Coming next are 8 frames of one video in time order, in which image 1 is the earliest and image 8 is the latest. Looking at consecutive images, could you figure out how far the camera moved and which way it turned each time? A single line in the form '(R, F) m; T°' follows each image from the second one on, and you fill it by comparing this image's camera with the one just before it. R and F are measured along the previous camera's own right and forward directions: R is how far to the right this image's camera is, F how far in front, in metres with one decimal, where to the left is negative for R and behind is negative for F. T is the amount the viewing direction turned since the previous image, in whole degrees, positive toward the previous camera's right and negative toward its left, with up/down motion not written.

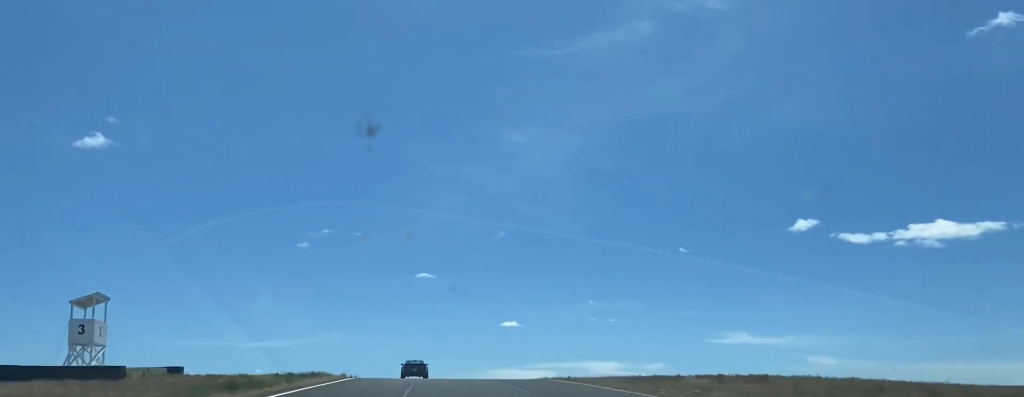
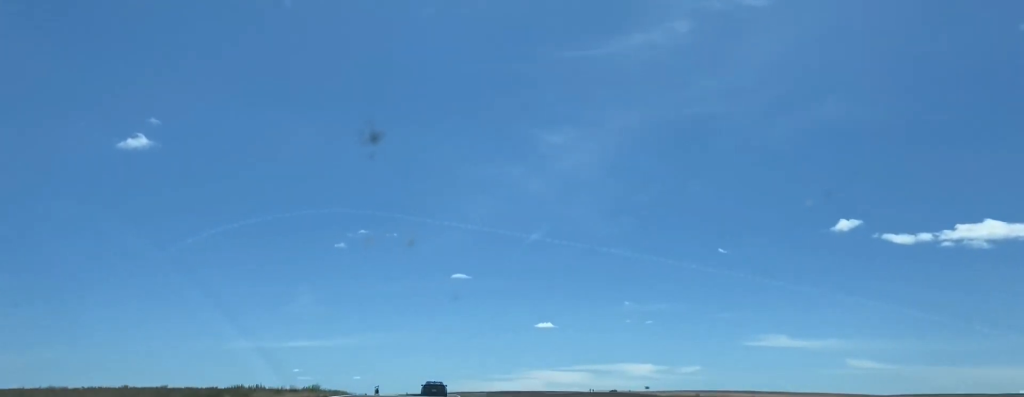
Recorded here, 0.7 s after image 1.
(-0.5, +26.7) m; -2°
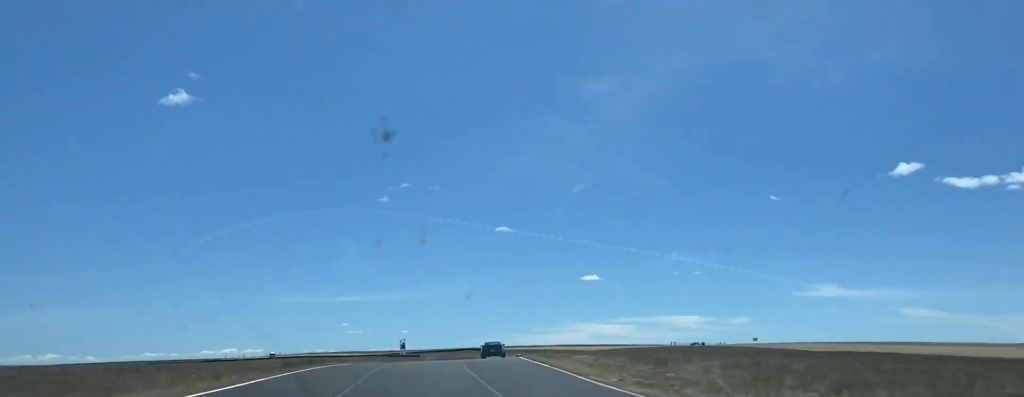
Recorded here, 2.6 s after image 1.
(-1.7, +75.0) m; -2°
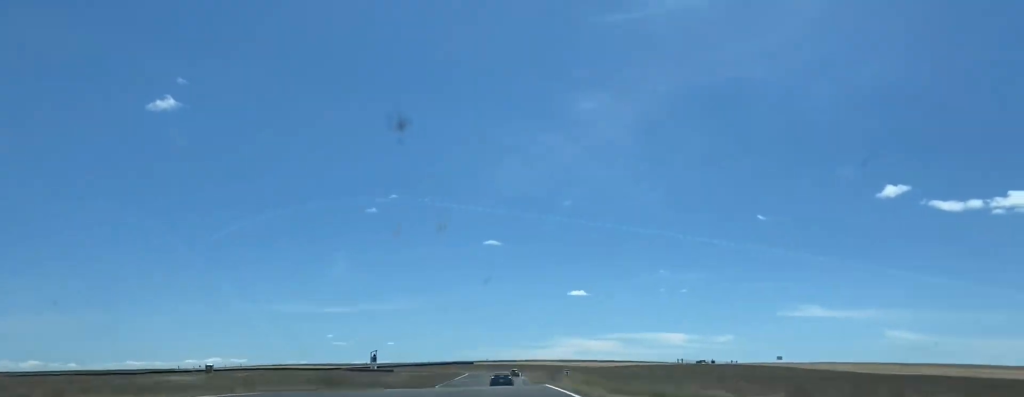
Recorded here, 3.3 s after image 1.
(-0.3, +31.3) m; +1°
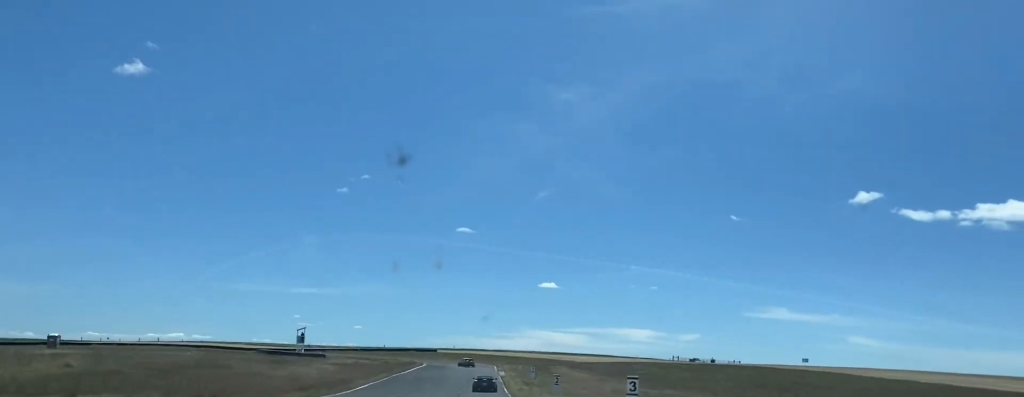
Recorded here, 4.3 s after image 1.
(+0.8, +41.6) m; +2°
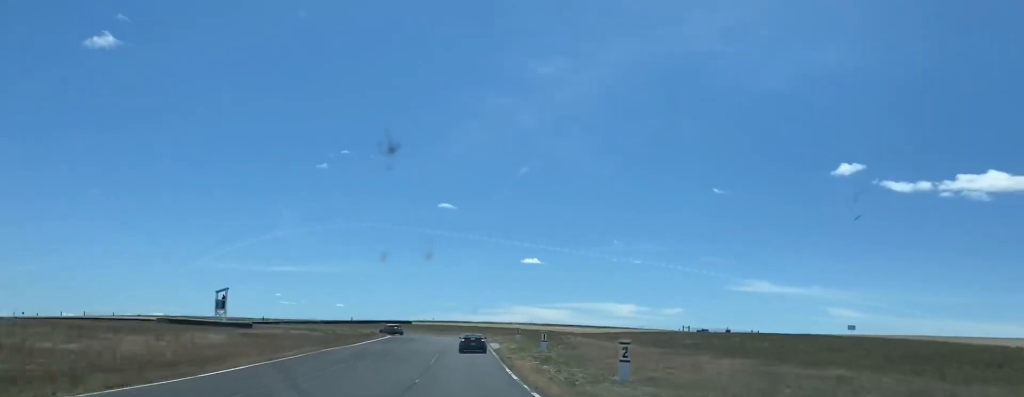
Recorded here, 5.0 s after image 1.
(+0.2, +29.8) m; +1°
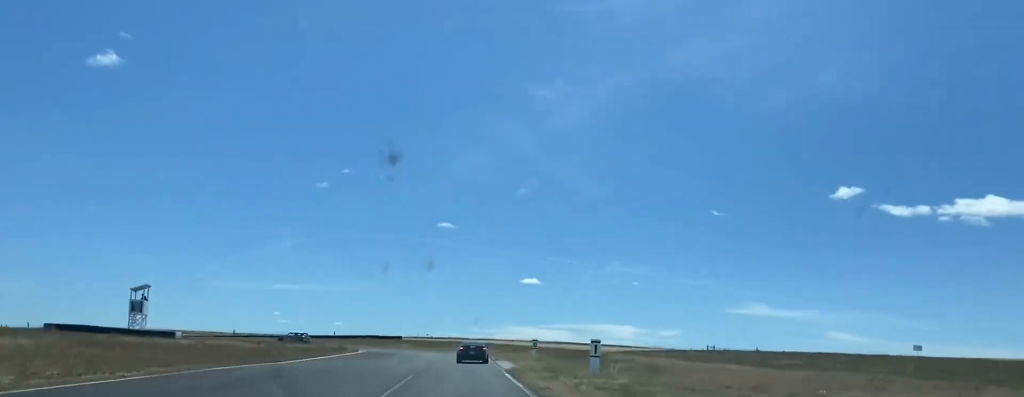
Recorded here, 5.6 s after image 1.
(+0.1, +22.8) m; 0°
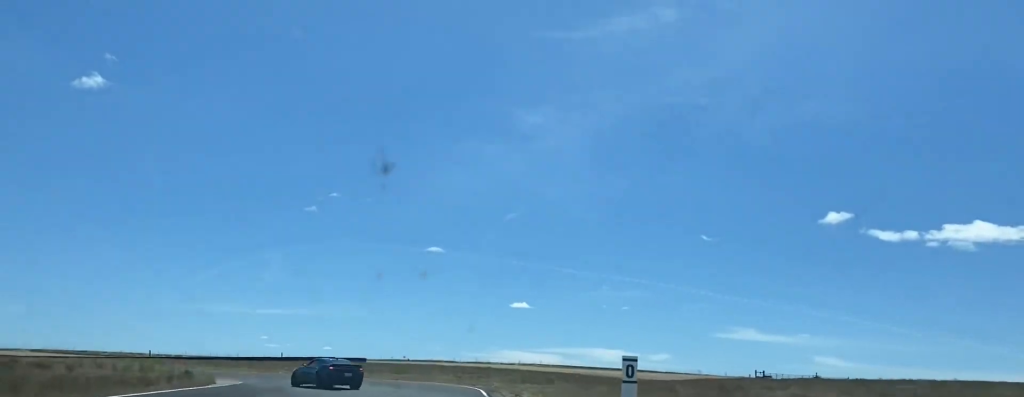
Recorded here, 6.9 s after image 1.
(+0.3, +40.9) m; -1°
